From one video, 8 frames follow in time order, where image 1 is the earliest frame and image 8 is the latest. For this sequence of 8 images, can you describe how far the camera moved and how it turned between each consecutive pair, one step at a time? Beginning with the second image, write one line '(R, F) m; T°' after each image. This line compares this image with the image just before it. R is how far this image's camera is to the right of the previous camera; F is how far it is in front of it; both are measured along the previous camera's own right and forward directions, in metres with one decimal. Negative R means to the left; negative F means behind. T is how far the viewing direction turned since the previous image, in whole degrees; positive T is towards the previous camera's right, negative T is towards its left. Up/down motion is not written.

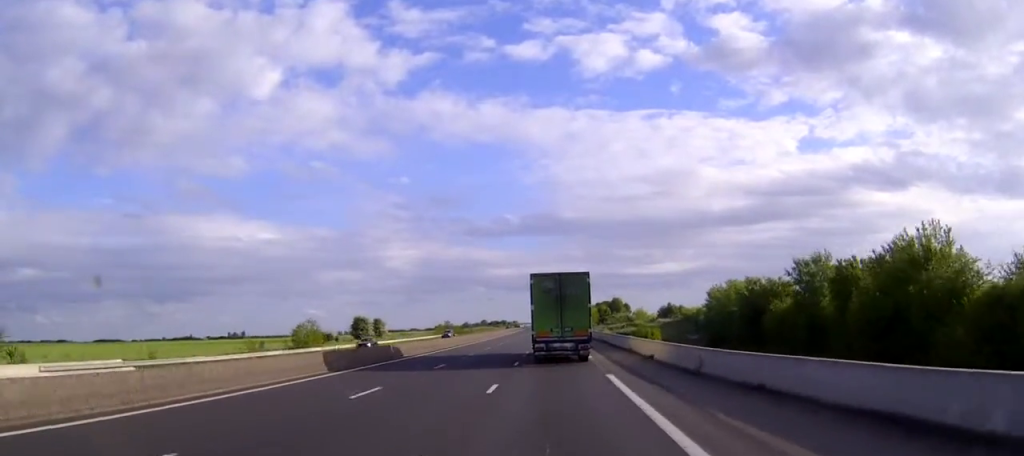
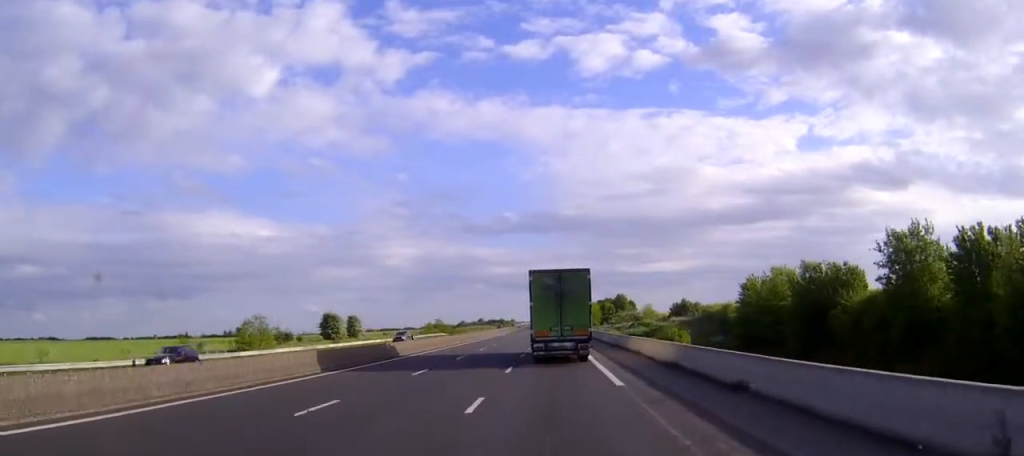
(0.0, +17.7) m; 0°
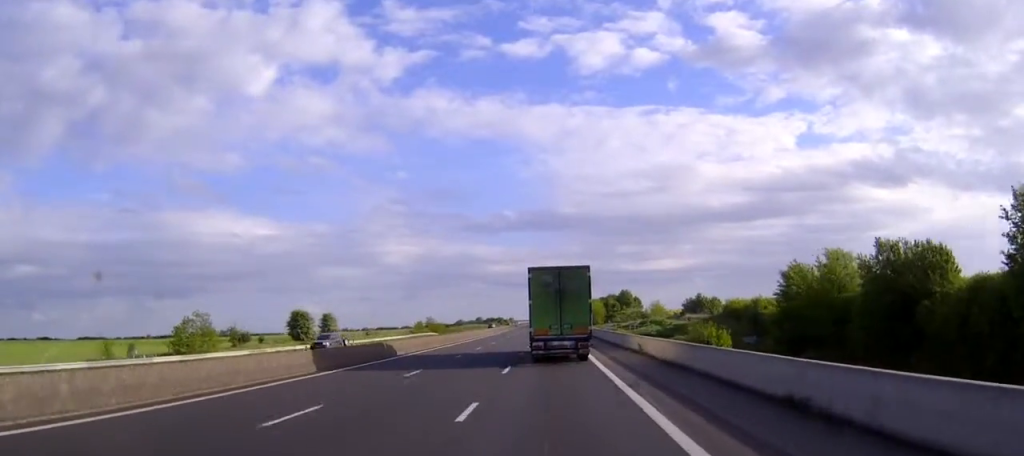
(0.0, +14.3) m; 0°
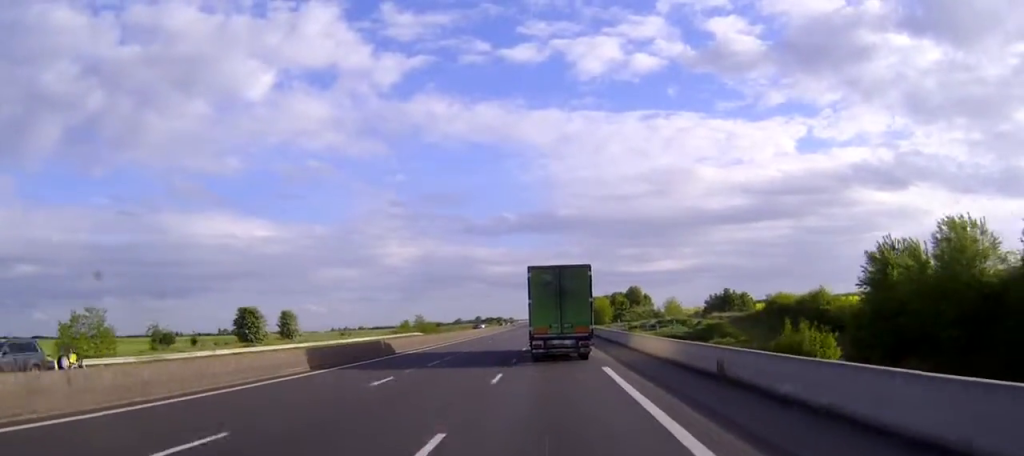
(0.0, +18.4) m; 0°
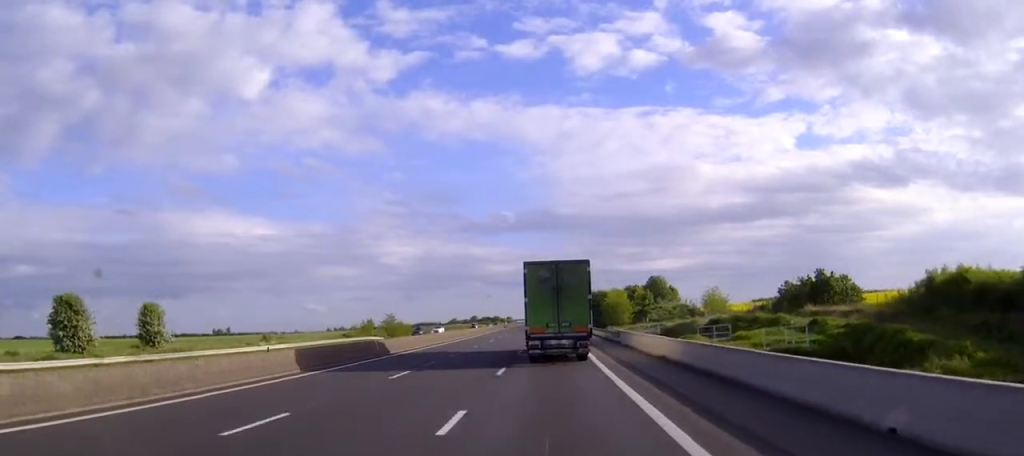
(0.0, +35.9) m; 0°
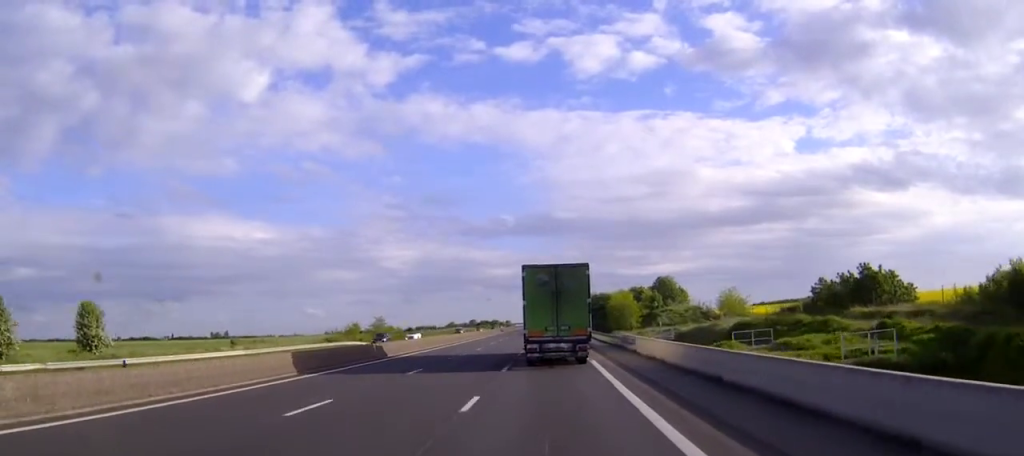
(0.0, +9.9) m; 0°
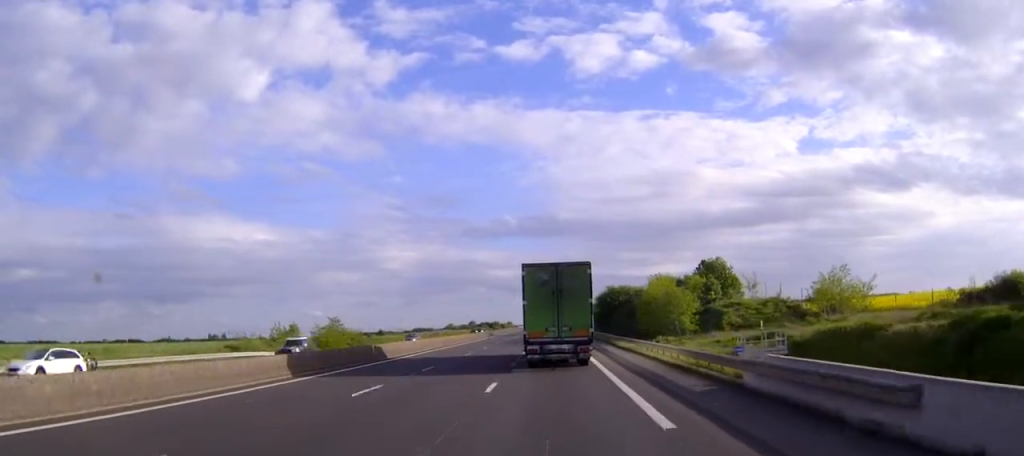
(0.0, +34.6) m; 0°
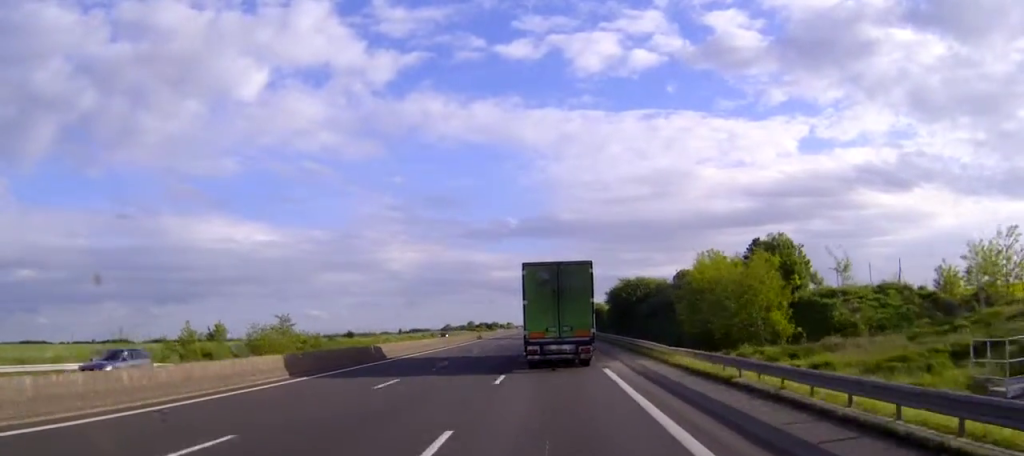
(0.0, +23.7) m; 0°
